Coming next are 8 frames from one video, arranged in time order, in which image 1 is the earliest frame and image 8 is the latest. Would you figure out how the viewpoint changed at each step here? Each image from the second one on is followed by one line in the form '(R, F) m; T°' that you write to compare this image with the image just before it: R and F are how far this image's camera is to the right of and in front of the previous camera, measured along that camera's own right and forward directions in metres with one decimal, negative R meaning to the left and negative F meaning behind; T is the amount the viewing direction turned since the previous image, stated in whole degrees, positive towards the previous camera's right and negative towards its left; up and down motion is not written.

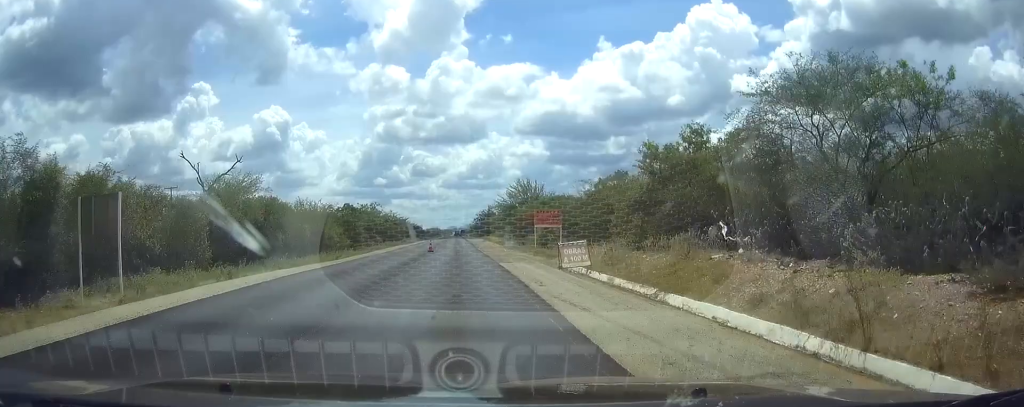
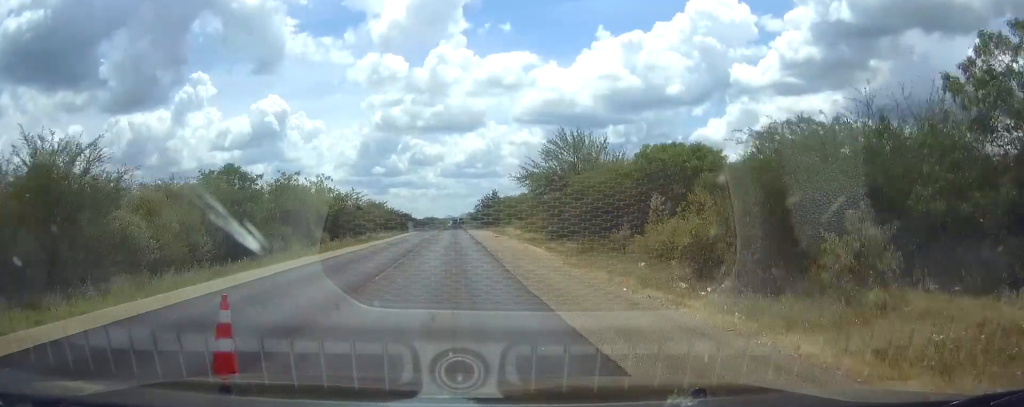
(0.0, +33.7) m; 0°
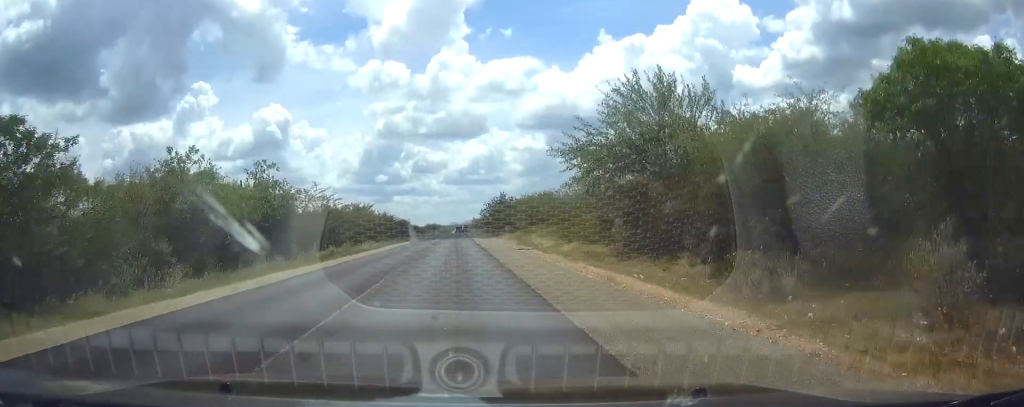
(0.0, +20.7) m; 0°
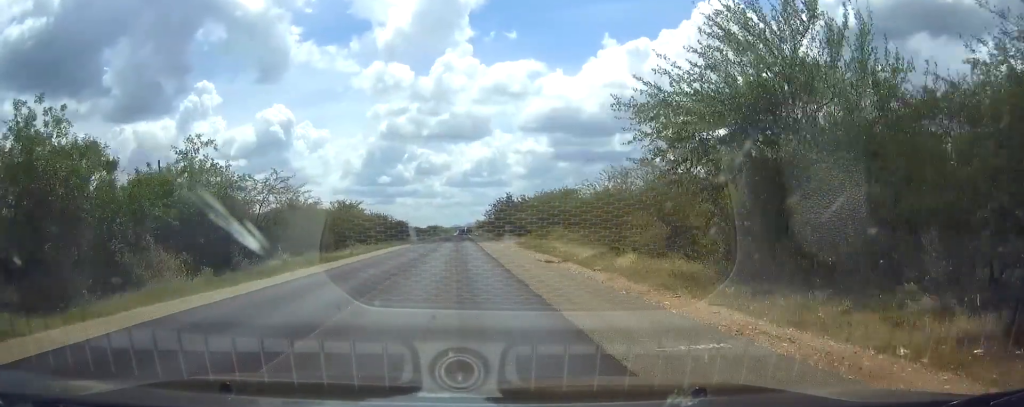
(0.0, +11.9) m; -1°
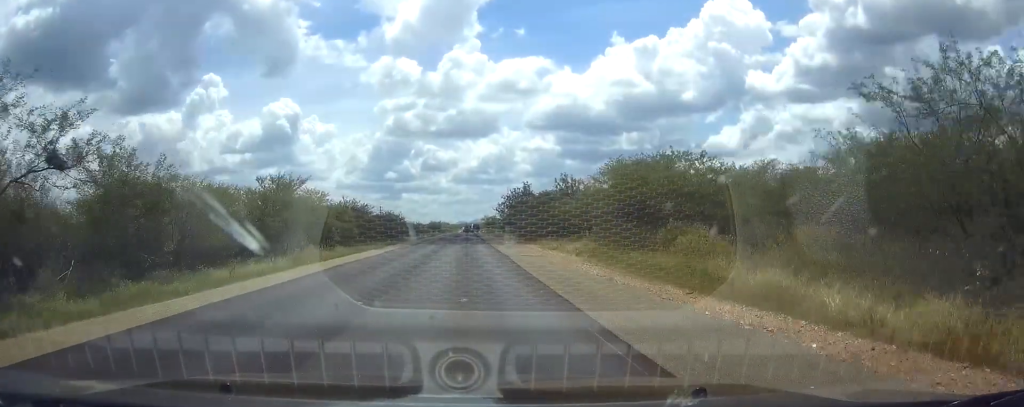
(-0.3, +27.5) m; -1°
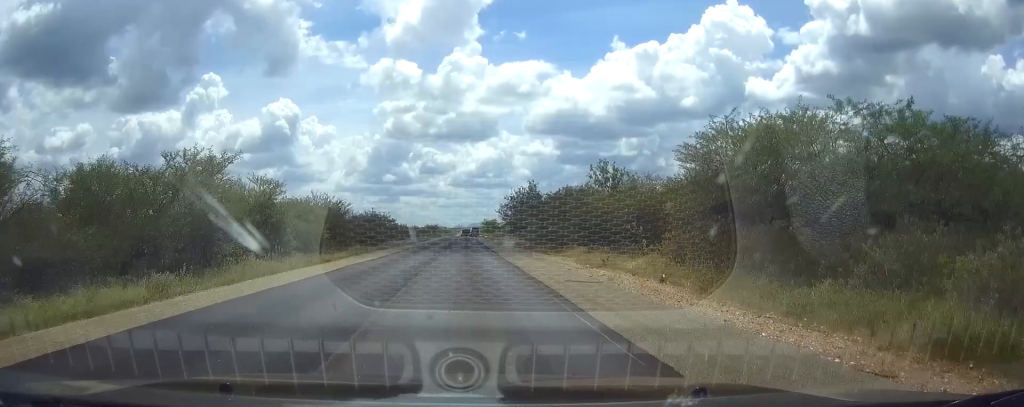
(+0.1, +14.3) m; 0°
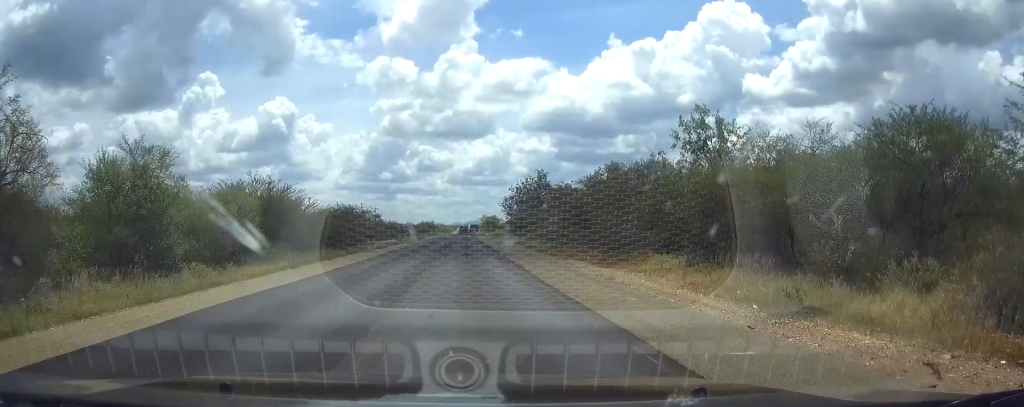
(0.0, +17.5) m; 0°
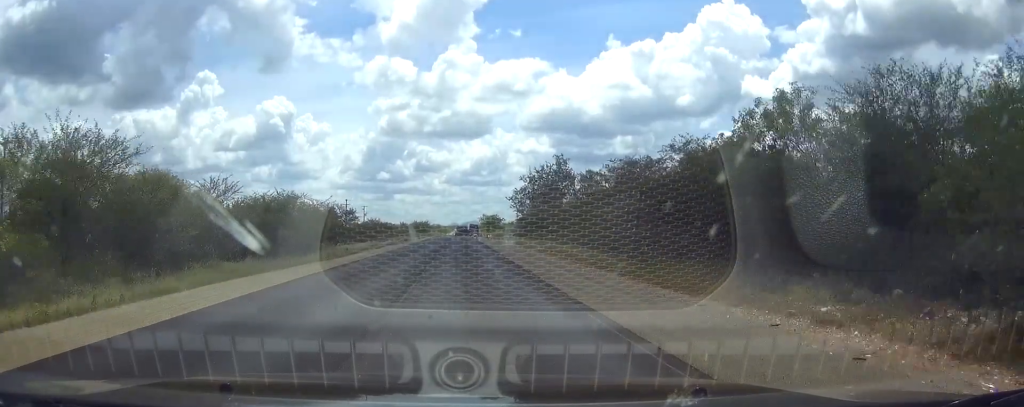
(+0.2, +22.9) m; 0°
